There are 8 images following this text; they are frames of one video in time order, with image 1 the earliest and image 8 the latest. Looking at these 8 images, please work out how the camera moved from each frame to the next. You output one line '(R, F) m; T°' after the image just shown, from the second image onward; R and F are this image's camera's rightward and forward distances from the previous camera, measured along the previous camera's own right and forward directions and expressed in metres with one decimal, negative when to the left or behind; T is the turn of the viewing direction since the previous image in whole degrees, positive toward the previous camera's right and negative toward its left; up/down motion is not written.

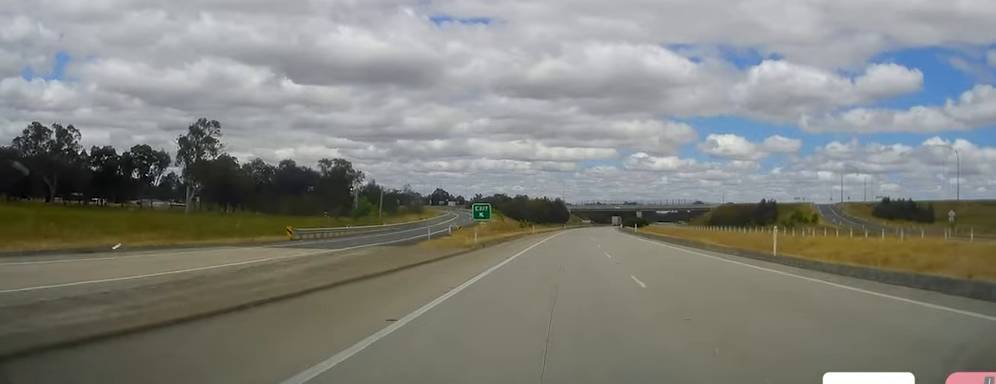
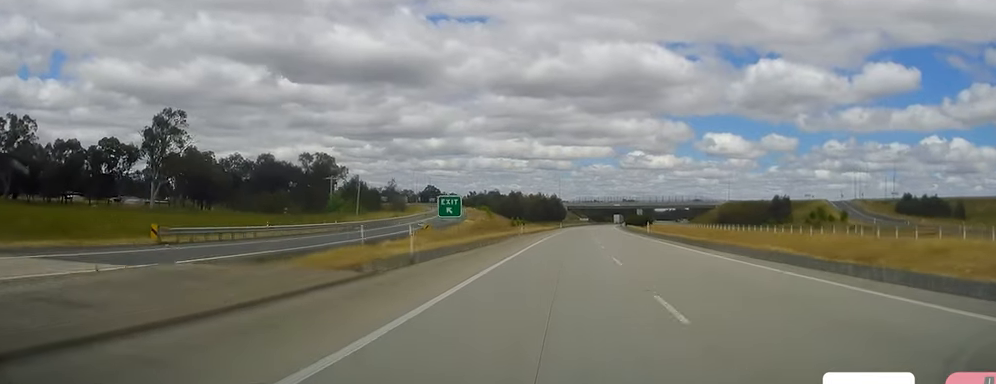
(-0.2, +17.3) m; 0°
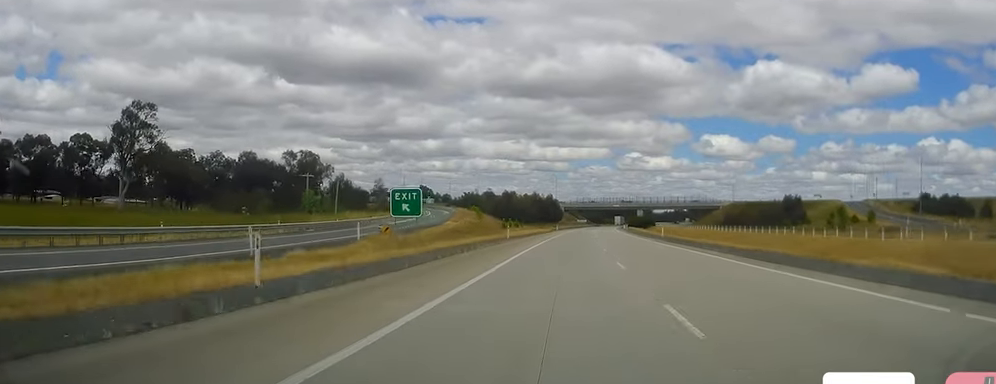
(+0.2, +13.4) m; 0°
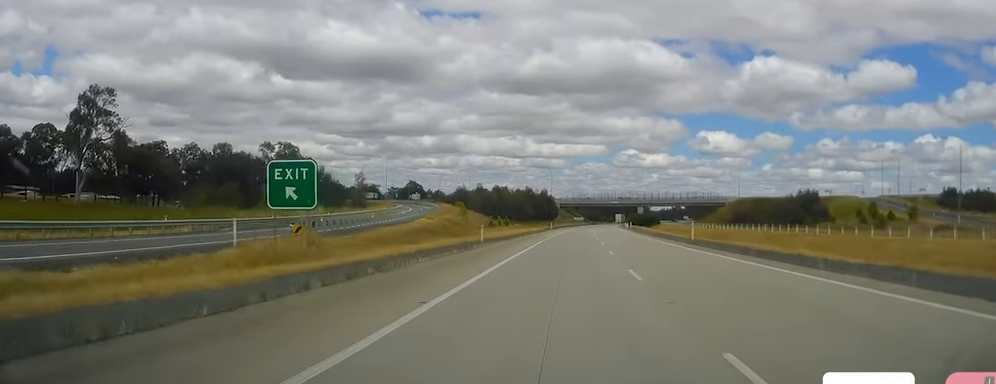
(+0.1, +16.3) m; +1°
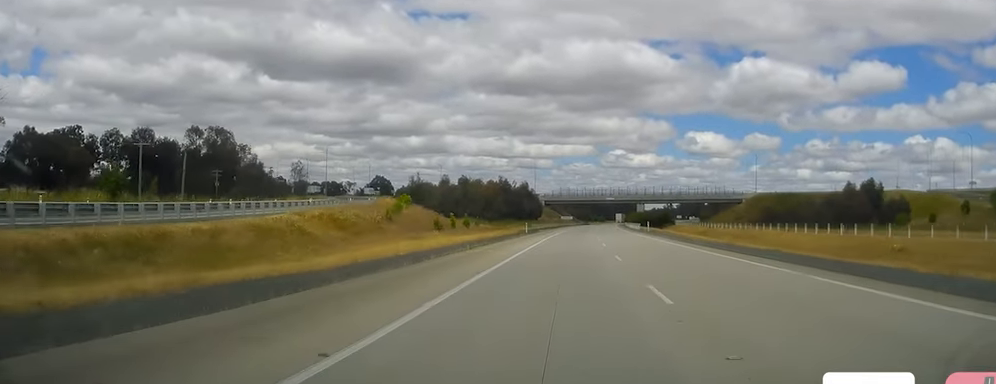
(+0.3, +41.0) m; +1°
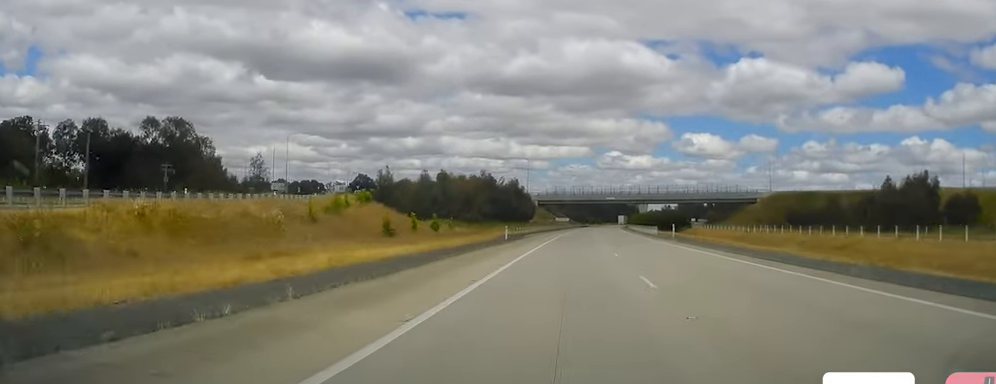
(+0.1, +21.0) m; +1°
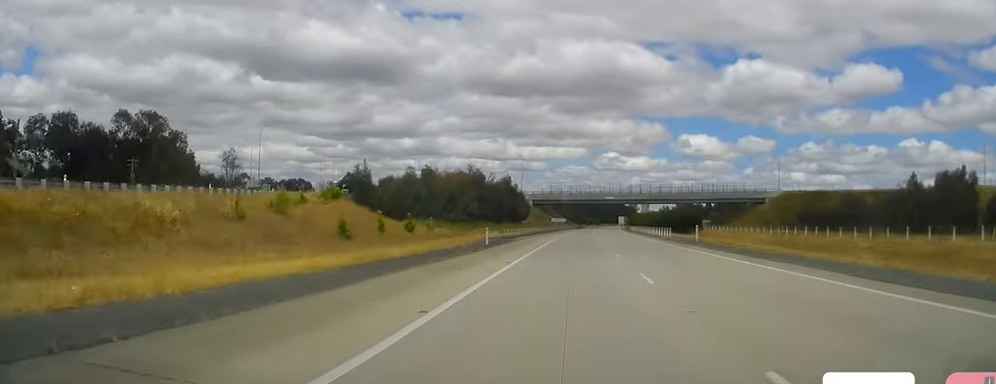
(+0.1, +11.5) m; 0°
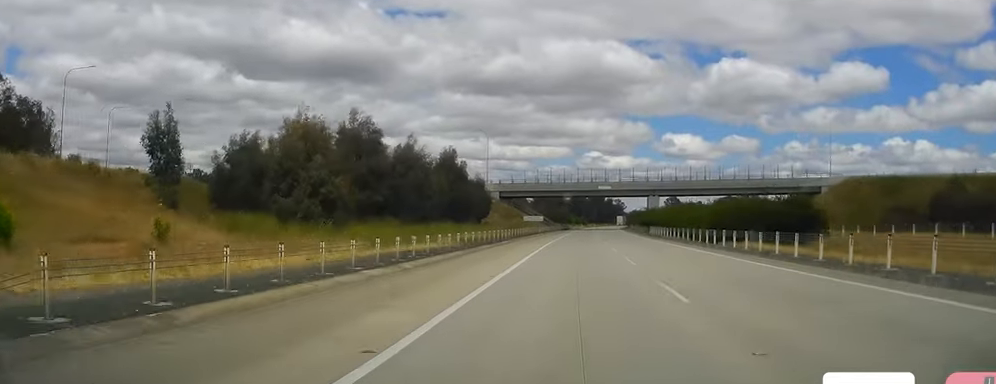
(+0.2, +51.6) m; +1°
